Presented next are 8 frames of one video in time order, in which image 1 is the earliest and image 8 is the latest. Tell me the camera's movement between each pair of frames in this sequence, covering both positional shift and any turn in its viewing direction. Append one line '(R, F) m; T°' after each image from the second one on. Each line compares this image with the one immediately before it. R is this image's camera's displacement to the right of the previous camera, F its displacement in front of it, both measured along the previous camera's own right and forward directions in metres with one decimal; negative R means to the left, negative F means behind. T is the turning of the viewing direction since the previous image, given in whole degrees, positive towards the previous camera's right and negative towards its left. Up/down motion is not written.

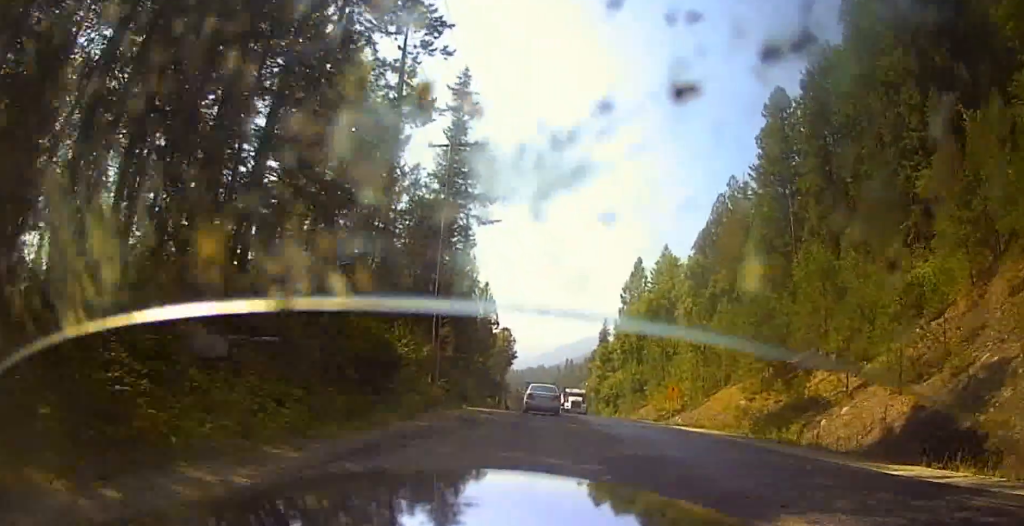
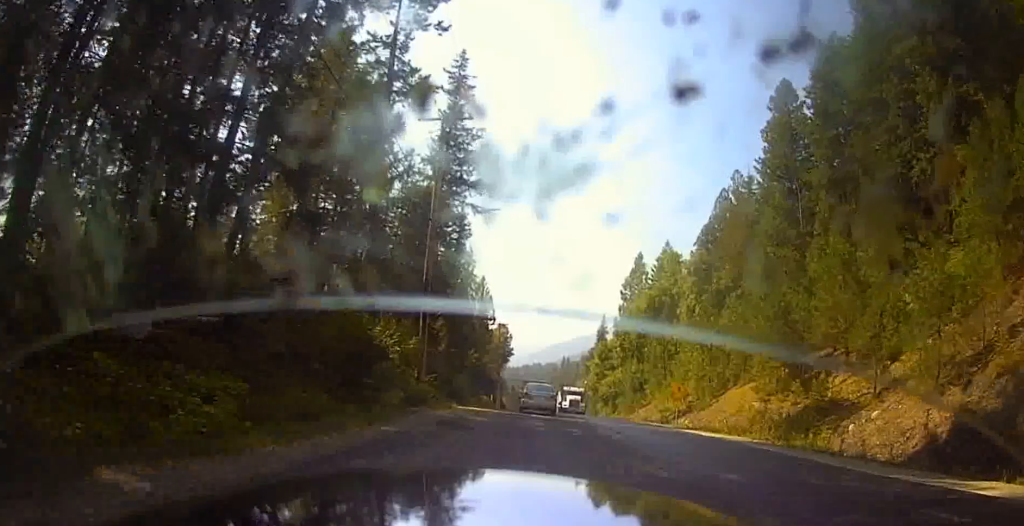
(-0.1, +3.3) m; -4°
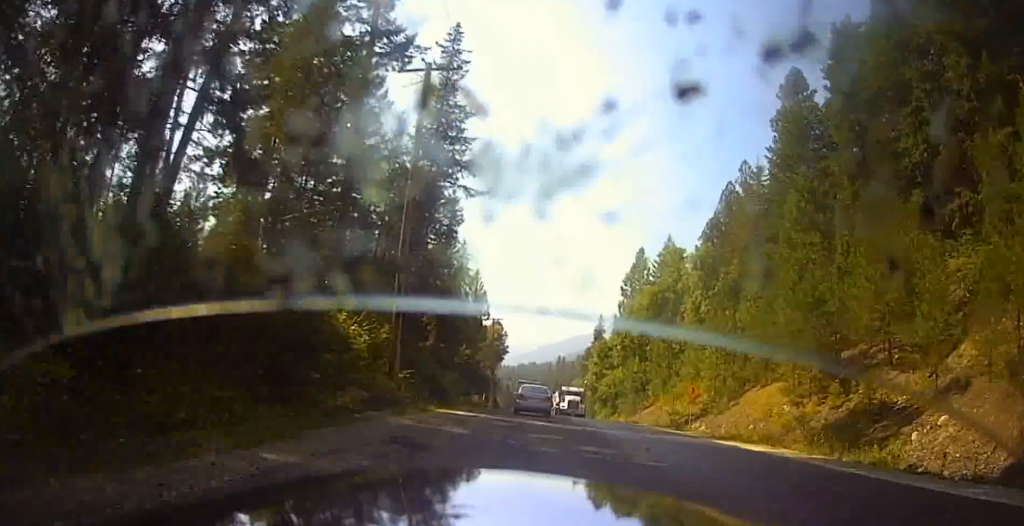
(-0.3, +5.3) m; +2°
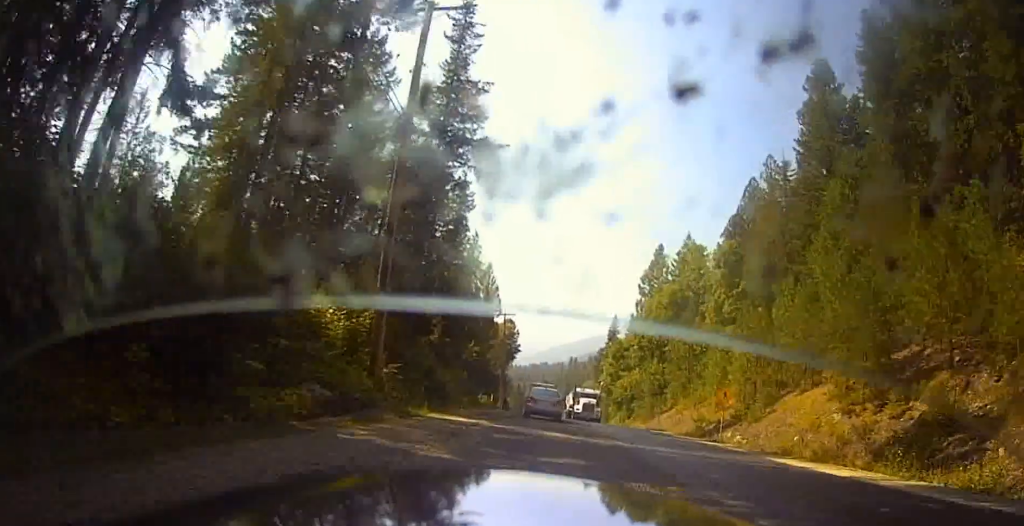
(+0.1, +4.4) m; +4°
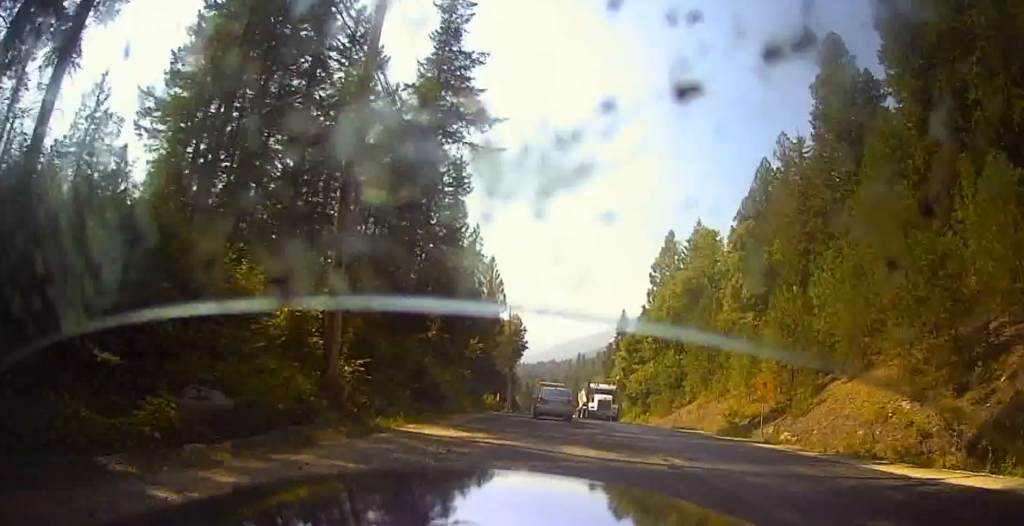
(+0.7, +4.6) m; +3°
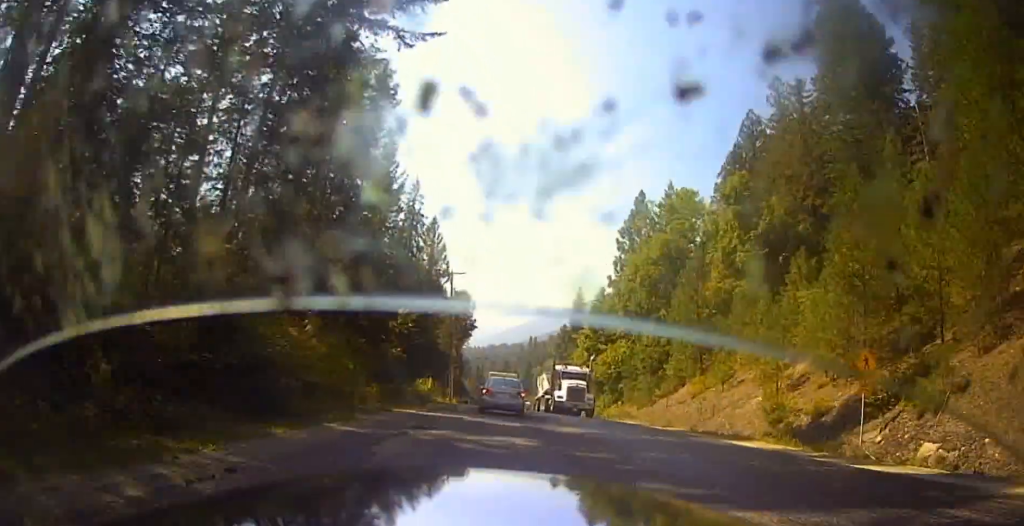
(-2.1, +11.3) m; -4°
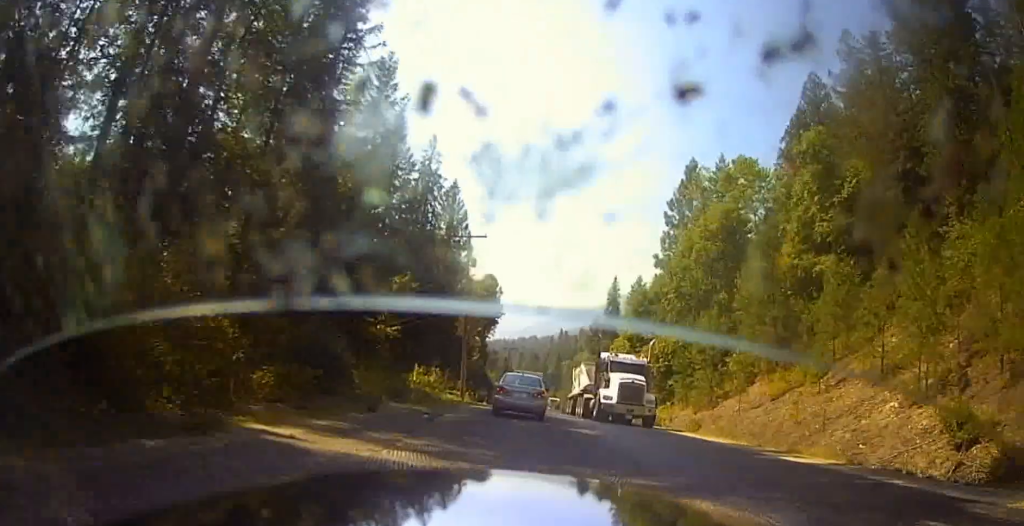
(+0.4, +9.7) m; -3°
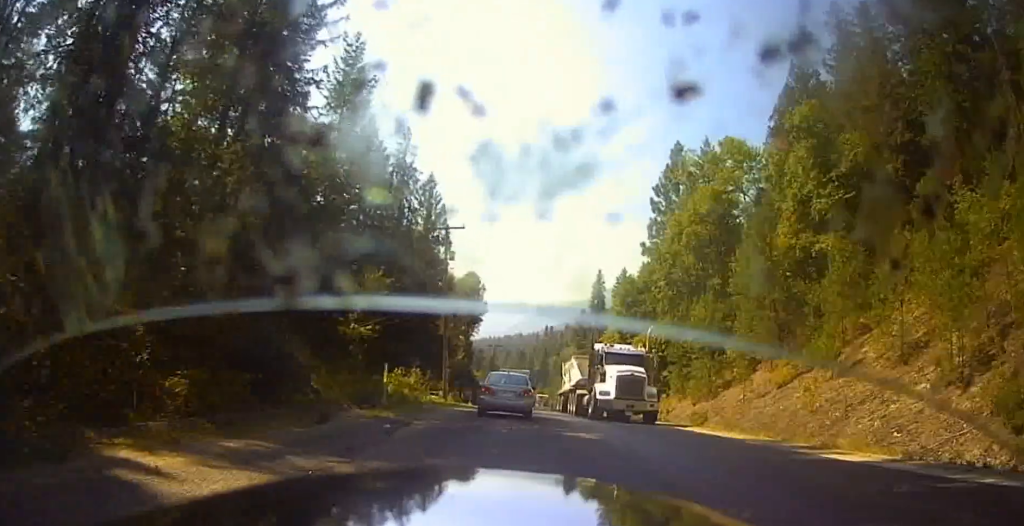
(+0.1, +2.5) m; 0°
